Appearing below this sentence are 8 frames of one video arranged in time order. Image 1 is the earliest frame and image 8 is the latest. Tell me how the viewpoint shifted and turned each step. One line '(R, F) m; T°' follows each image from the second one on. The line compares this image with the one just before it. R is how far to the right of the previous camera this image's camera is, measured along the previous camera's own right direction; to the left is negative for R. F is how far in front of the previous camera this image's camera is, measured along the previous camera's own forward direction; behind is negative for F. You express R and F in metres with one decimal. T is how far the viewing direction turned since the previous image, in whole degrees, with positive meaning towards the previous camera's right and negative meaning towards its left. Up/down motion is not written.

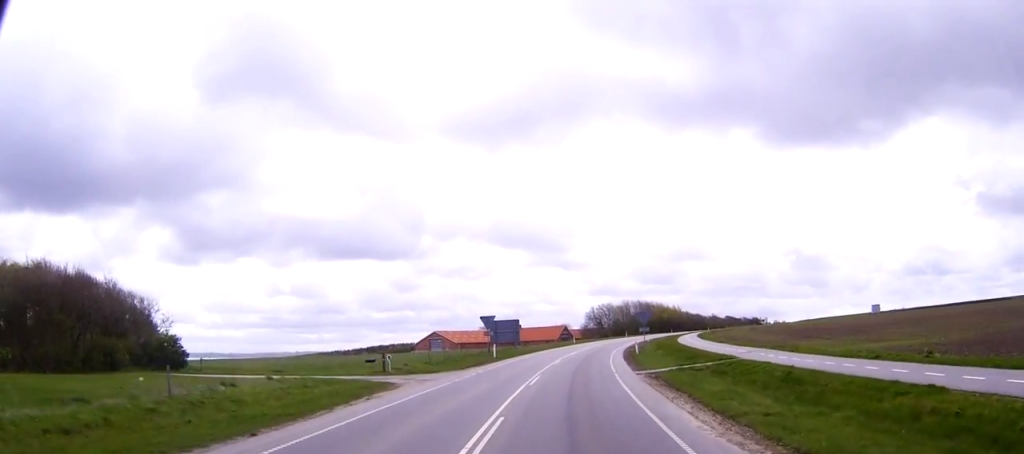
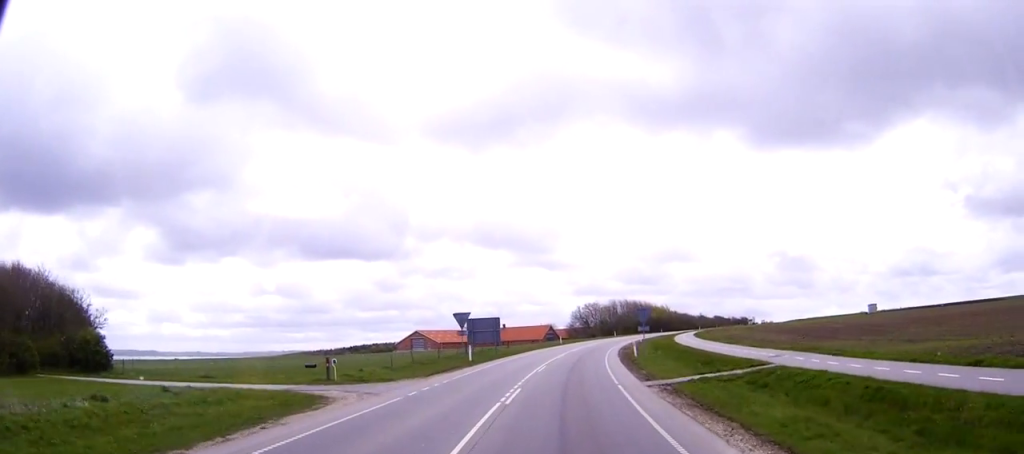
(+0.1, +7.1) m; +1°
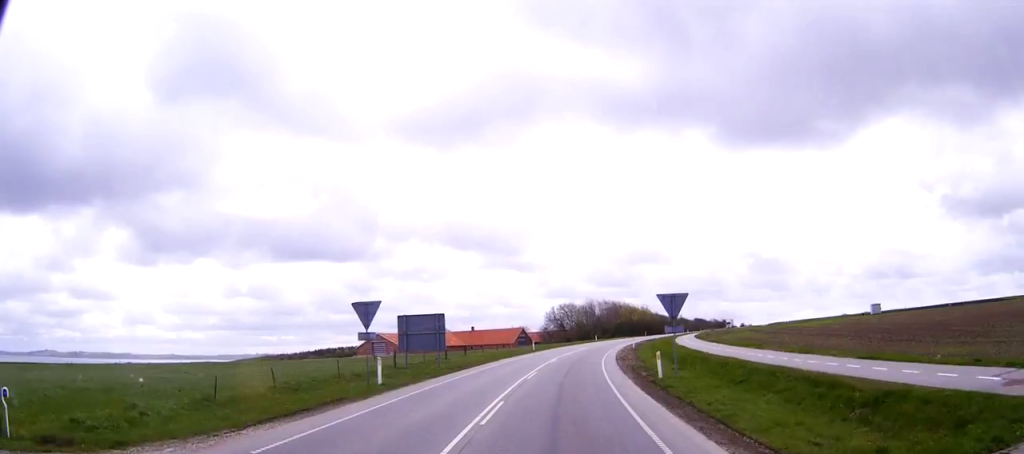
(+0.4, +18.2) m; +2°
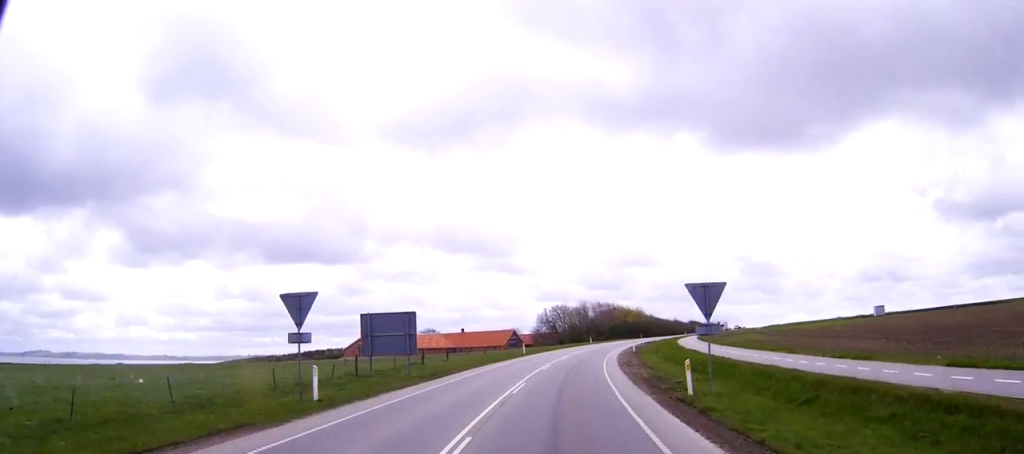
(+0.1, +6.8) m; +1°
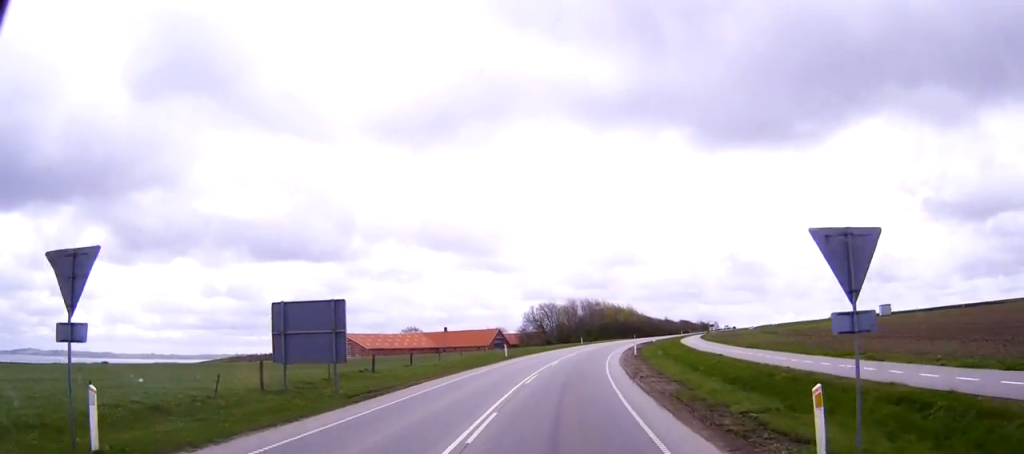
(+0.1, +10.4) m; +1°
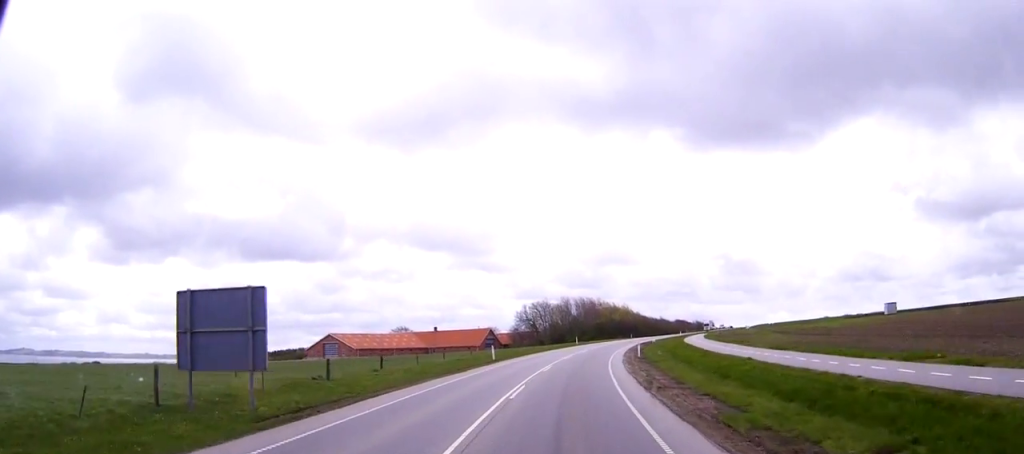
(0.0, +6.6) m; 0°
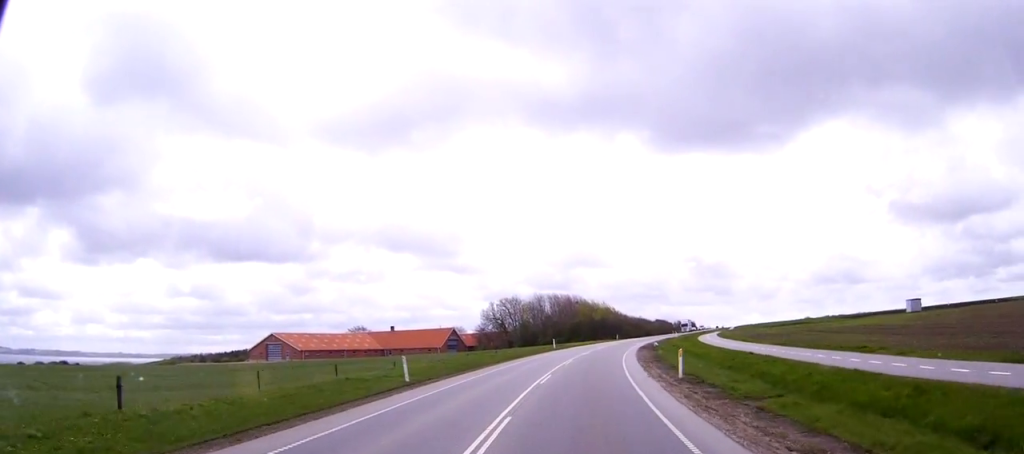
(+0.5, +24.2) m; +2°
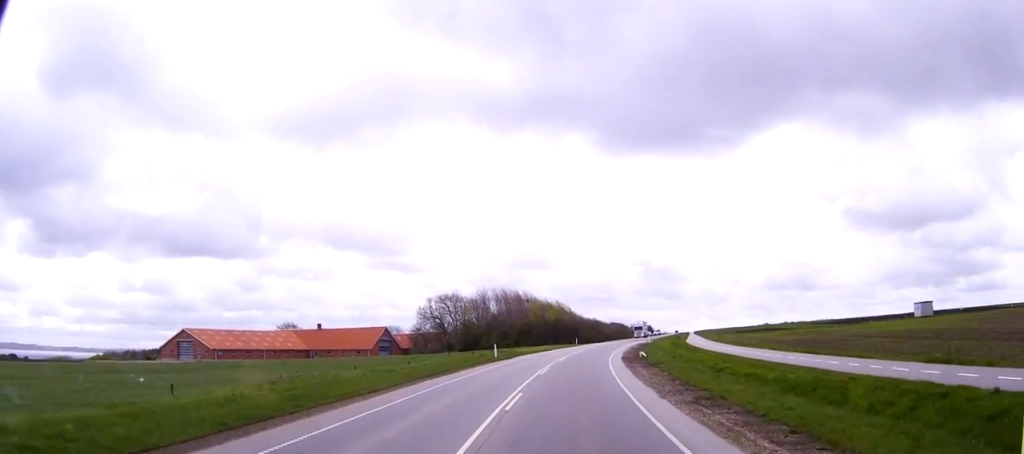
(+0.6, +23.3) m; +3°
